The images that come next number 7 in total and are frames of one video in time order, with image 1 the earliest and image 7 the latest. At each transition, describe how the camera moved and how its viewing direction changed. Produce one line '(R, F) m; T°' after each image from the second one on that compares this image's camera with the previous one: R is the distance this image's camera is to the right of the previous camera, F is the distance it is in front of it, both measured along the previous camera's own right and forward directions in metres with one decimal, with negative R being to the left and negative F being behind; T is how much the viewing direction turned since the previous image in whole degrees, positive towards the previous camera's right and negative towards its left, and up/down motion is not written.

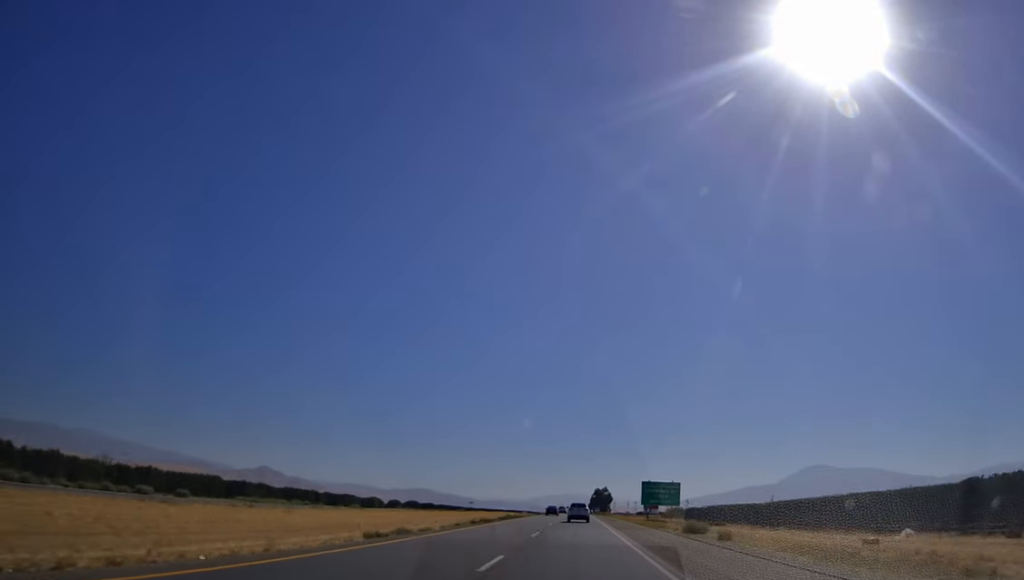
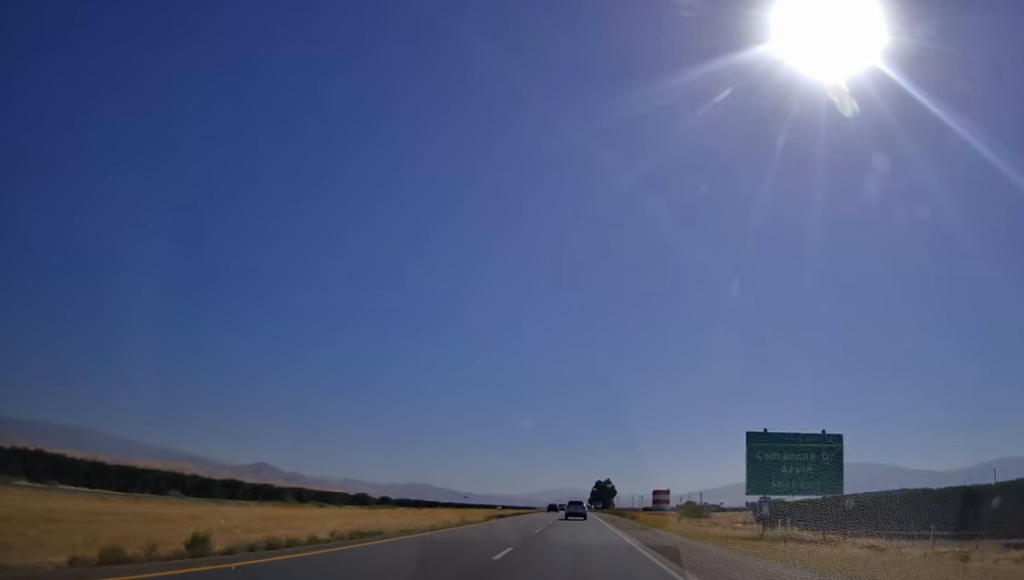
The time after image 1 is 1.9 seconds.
(-1.1, +58.7) m; 0°
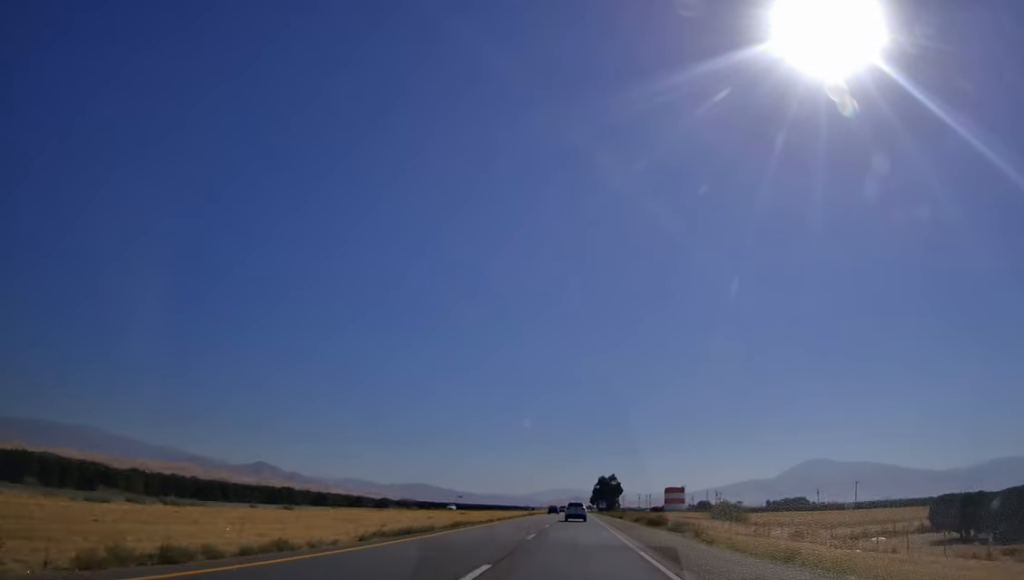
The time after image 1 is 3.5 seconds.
(+0.5, +53.0) m; 0°
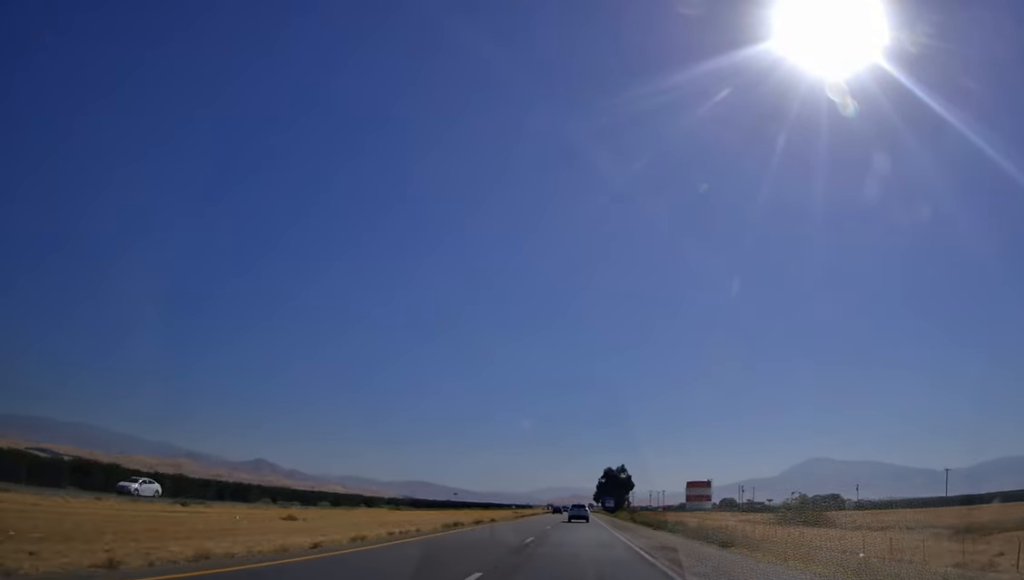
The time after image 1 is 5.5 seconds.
(+0.1, +68.4) m; 0°
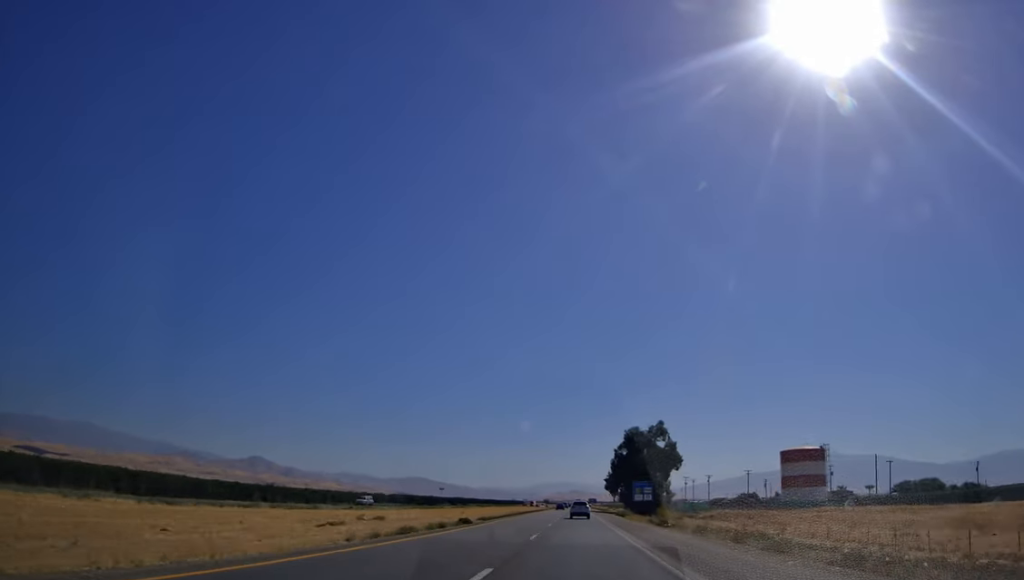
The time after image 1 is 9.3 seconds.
(-0.4, +123.1) m; 0°
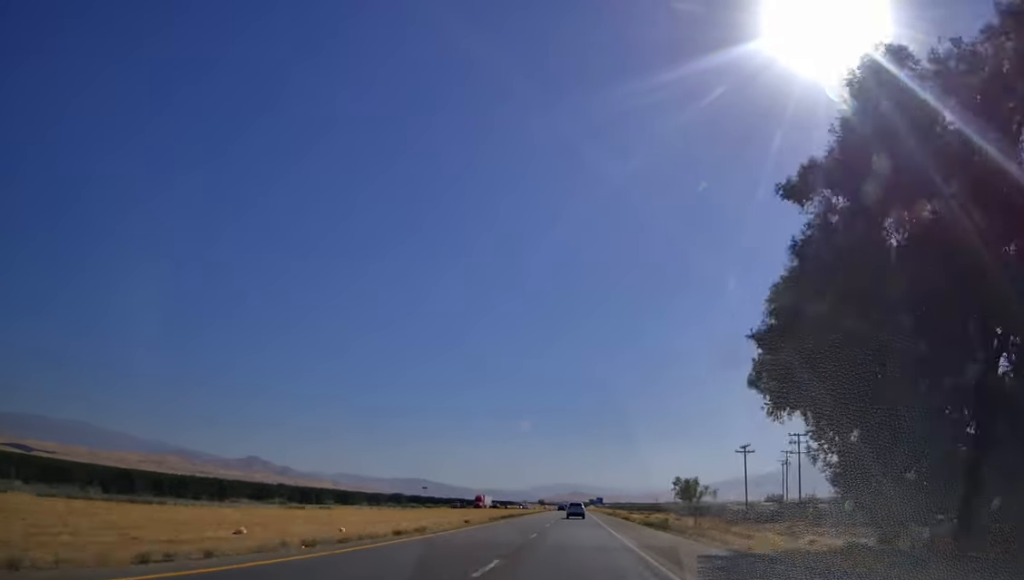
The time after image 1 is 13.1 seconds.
(0.0, +105.7) m; 0°
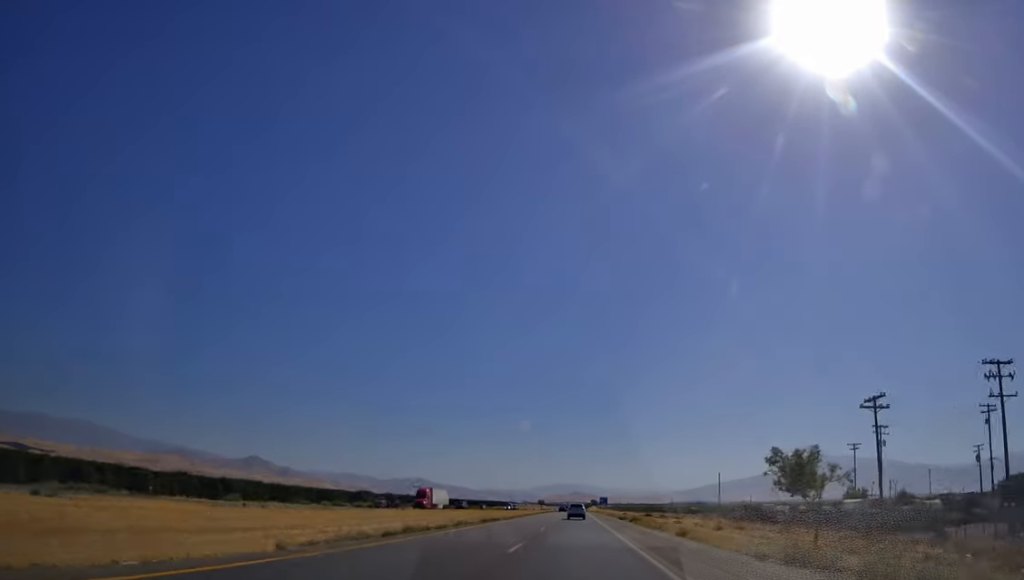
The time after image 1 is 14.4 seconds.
(-0.2, +34.9) m; 0°
